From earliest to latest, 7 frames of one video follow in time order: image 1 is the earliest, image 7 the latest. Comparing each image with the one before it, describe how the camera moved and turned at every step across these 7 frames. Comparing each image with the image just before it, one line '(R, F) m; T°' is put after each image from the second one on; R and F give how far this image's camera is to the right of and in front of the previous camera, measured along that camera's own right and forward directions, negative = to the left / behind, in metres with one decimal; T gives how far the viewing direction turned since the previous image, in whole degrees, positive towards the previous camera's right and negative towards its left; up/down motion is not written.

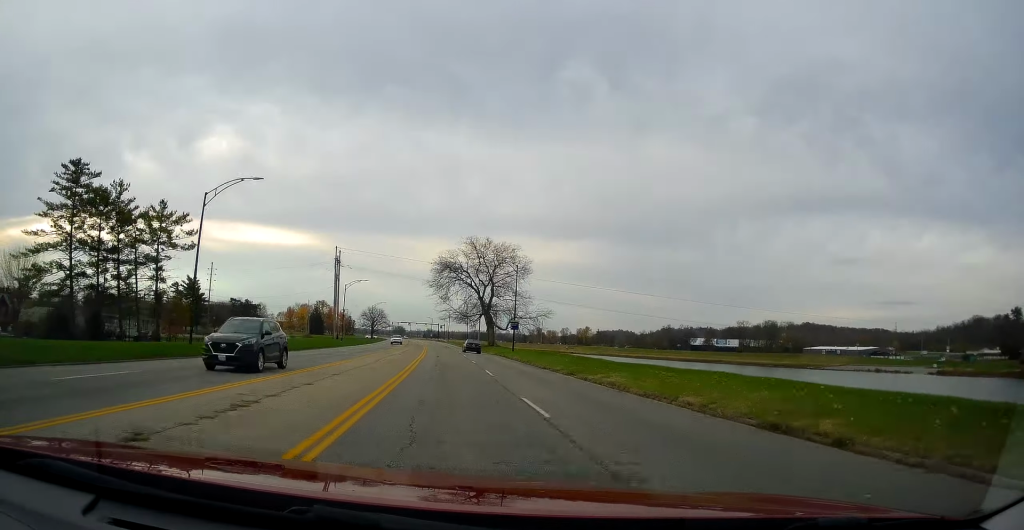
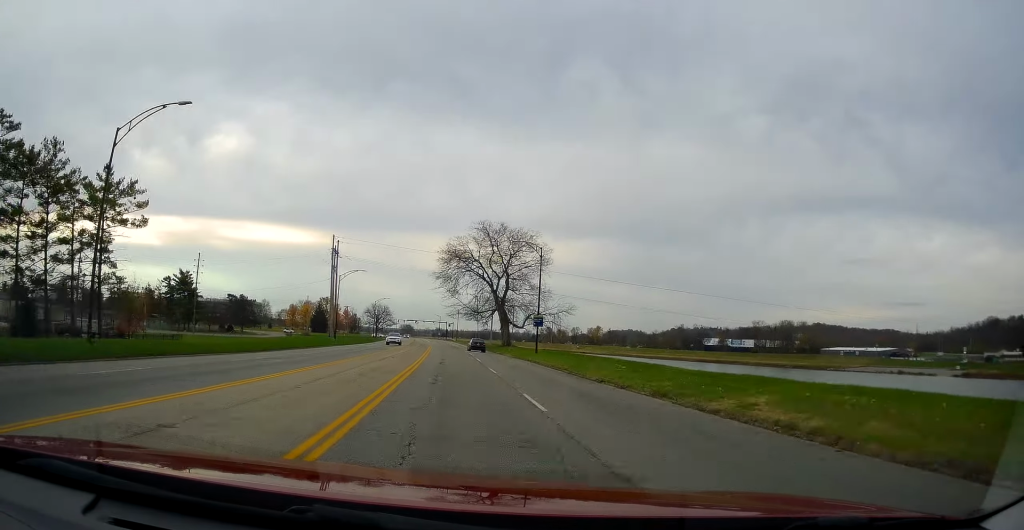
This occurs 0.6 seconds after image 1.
(-0.2, +11.7) m; -1°
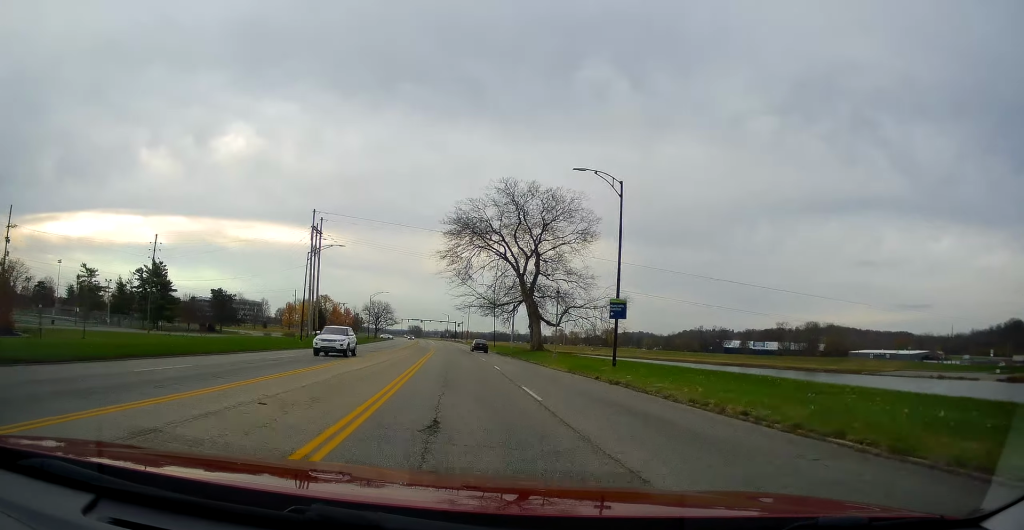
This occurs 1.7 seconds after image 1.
(-0.4, +22.9) m; -2°
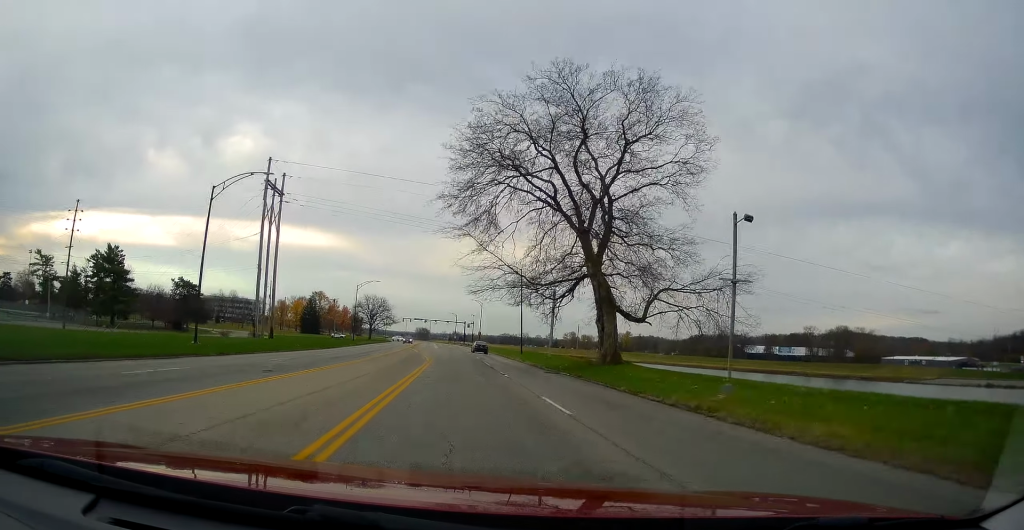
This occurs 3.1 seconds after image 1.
(0.0, +26.5) m; +1°
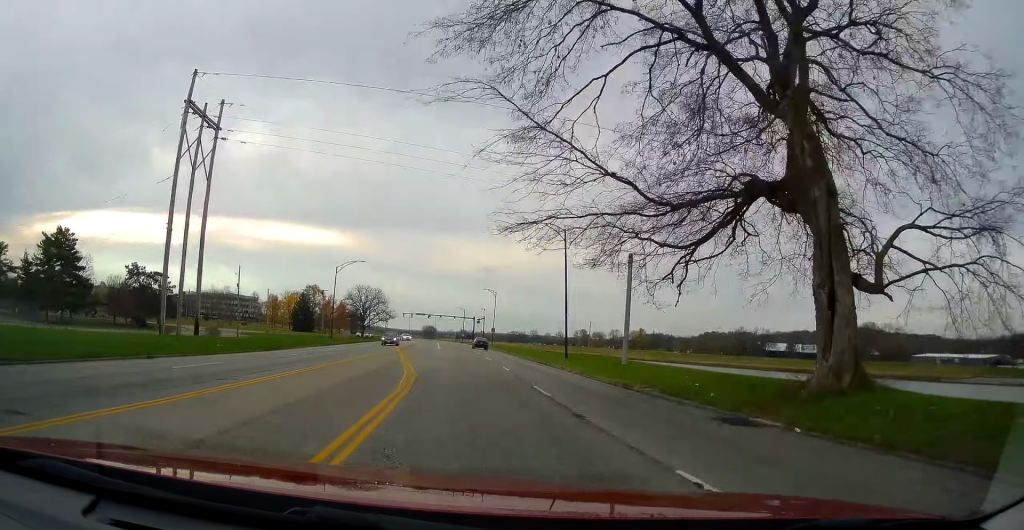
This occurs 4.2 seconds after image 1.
(-0.1, +21.8) m; -2°
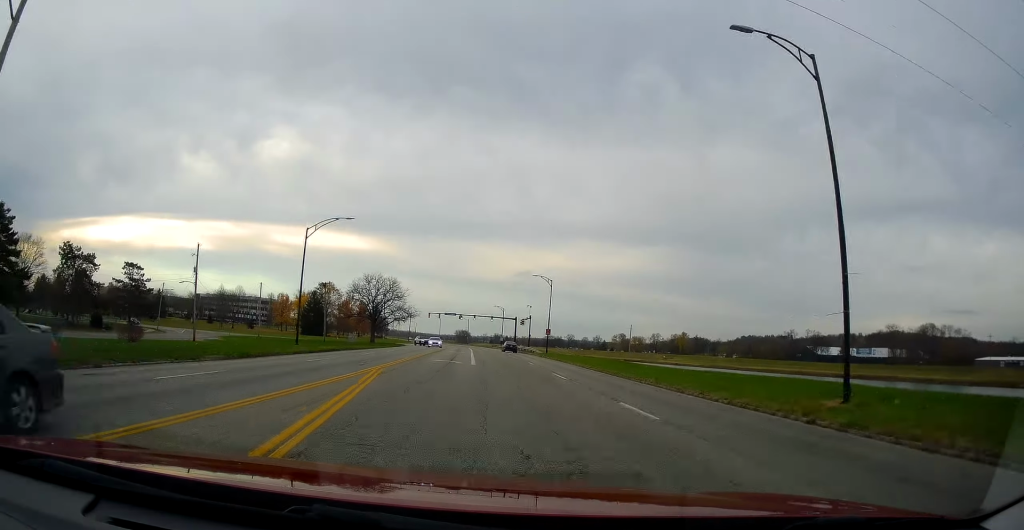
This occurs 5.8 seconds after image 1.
(-1.2, +28.2) m; -3°
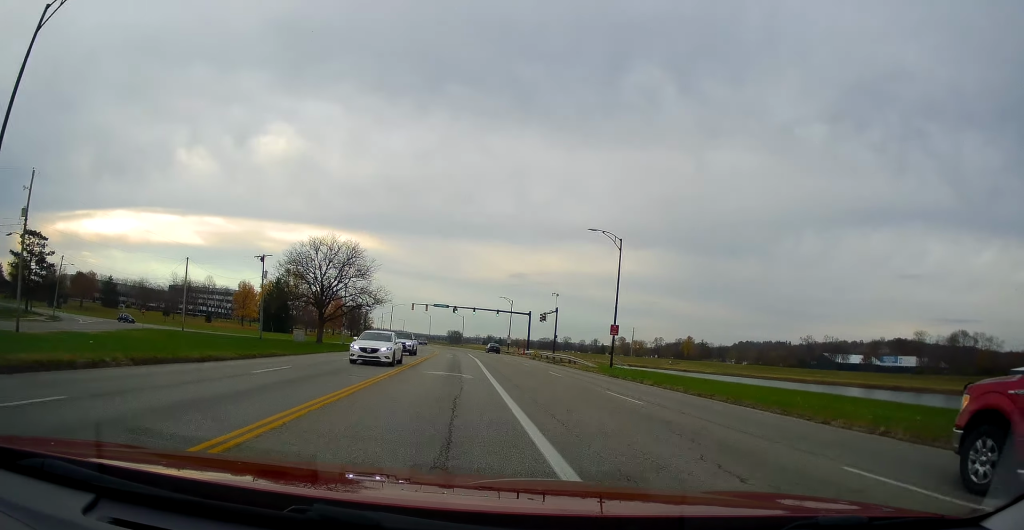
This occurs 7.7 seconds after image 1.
(-0.1, +32.7) m; 0°
